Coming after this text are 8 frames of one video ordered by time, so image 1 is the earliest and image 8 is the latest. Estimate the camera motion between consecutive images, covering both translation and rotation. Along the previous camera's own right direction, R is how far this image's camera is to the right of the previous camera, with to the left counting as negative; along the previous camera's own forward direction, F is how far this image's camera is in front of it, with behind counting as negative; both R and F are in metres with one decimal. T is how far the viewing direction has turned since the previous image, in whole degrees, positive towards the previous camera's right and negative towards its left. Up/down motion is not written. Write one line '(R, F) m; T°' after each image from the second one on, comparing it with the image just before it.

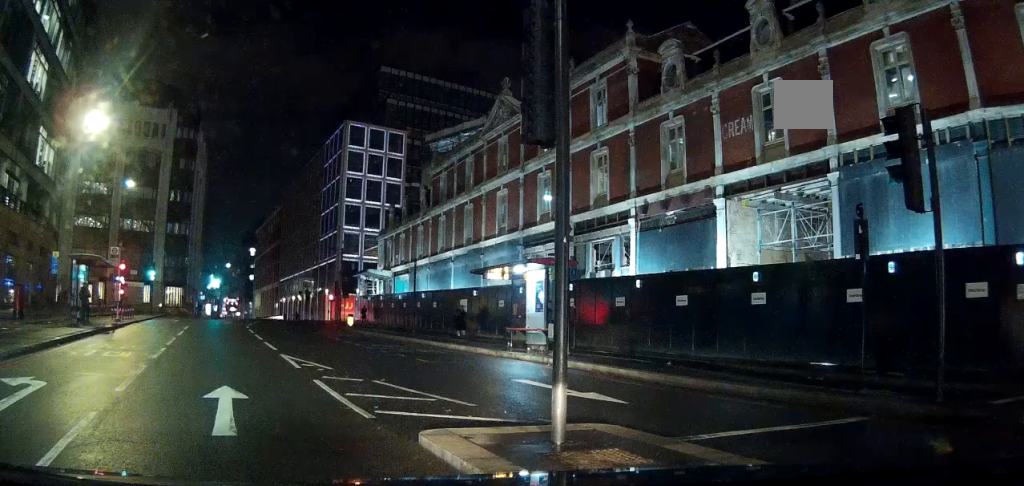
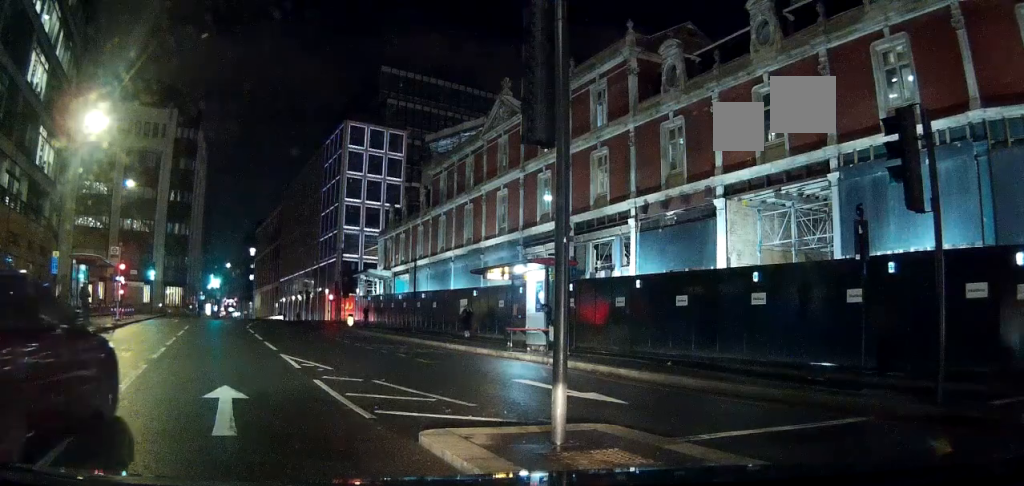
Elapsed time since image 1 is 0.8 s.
(0.0, 0.0) m; 0°
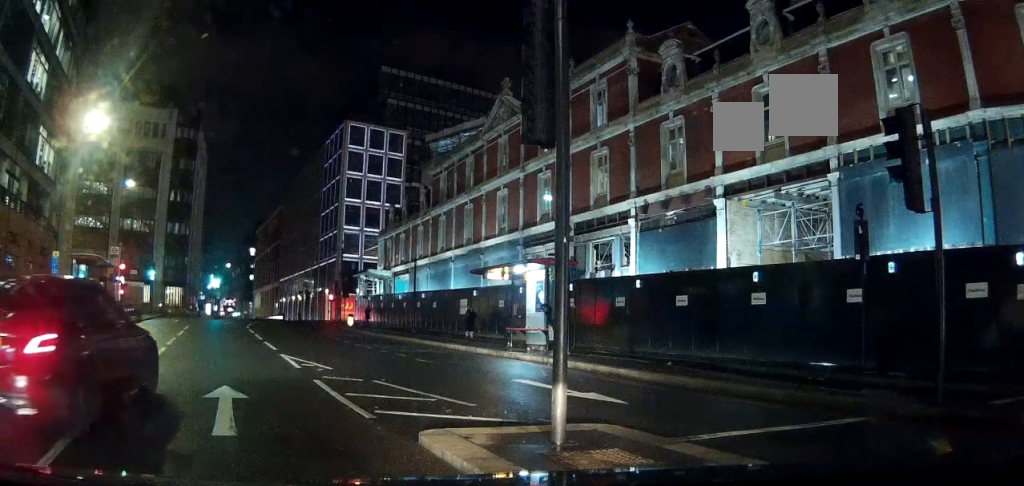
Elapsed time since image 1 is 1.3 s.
(0.0, 0.0) m; 0°
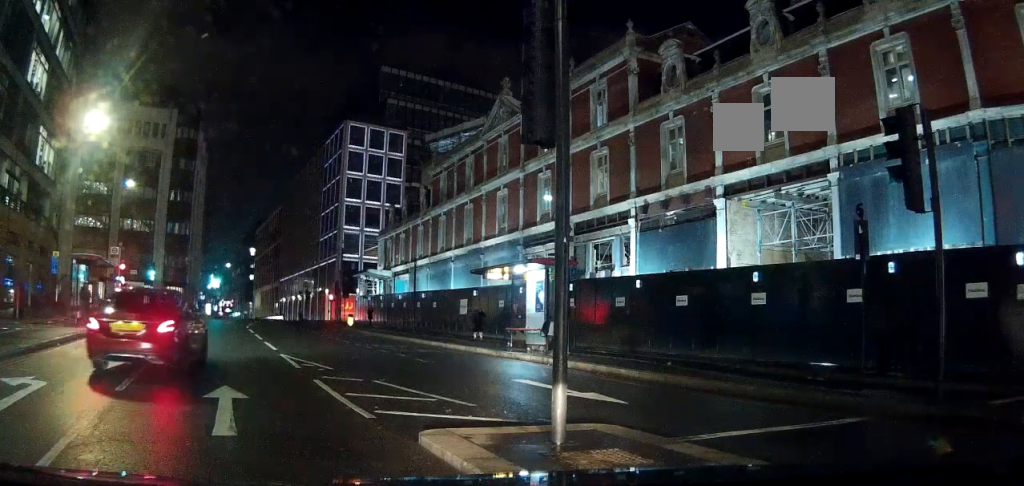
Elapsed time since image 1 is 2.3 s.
(0.0, 0.0) m; 0°
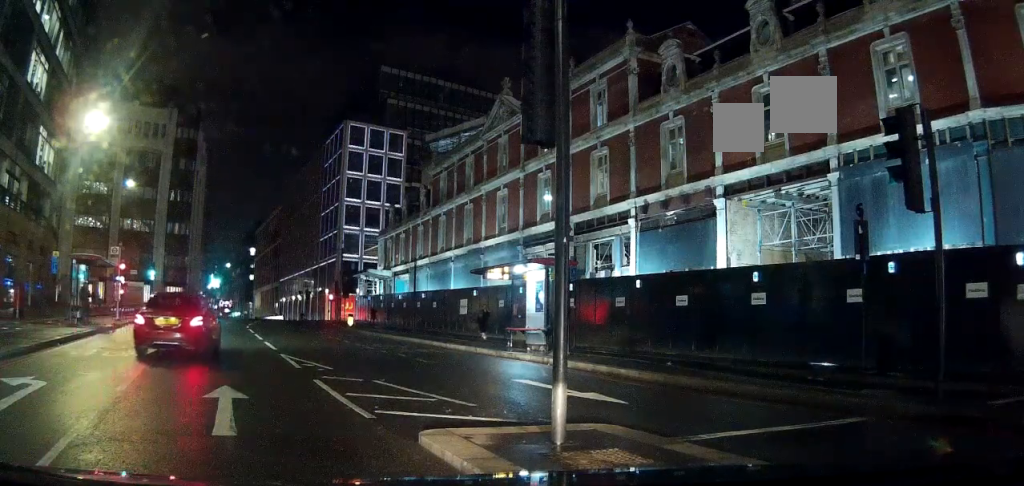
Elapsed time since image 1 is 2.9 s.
(0.0, 0.0) m; 0°
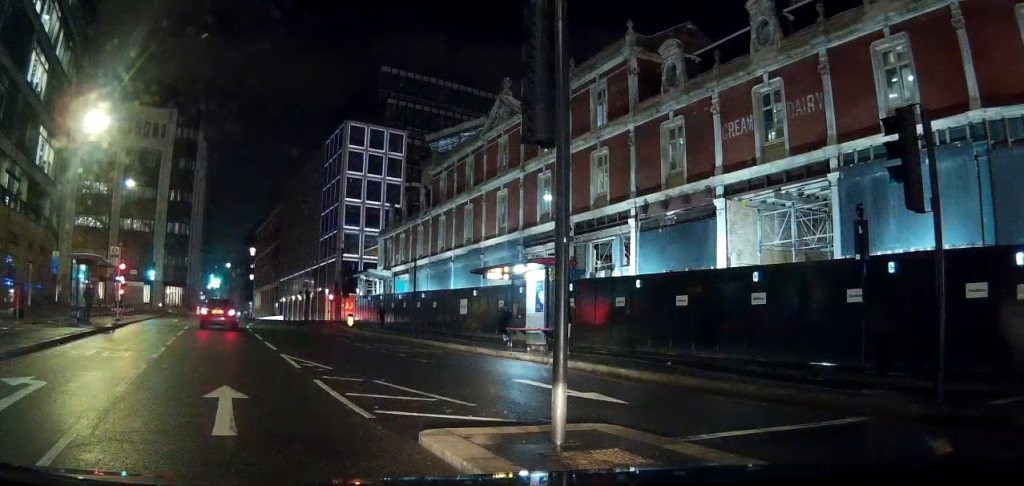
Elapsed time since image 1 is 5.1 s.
(0.0, 0.0) m; 0°
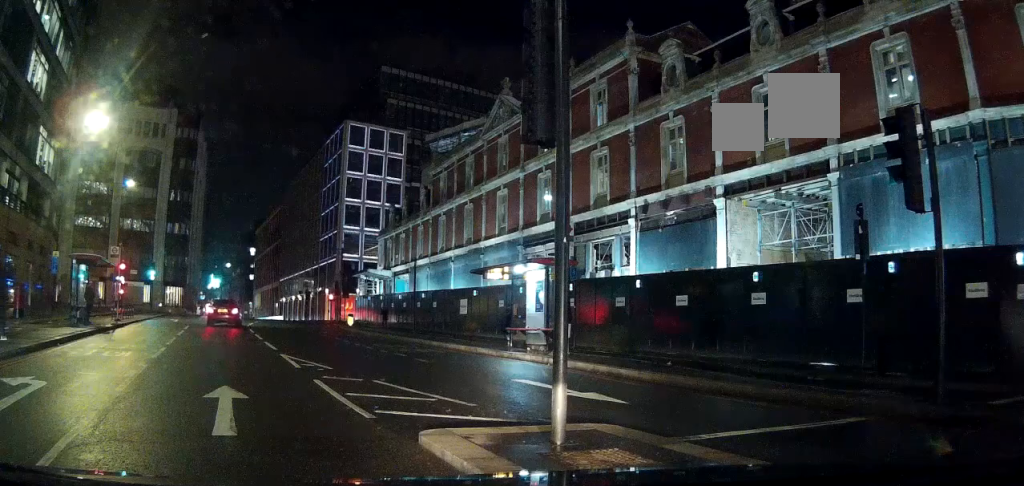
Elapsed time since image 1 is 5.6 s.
(0.0, 0.0) m; 0°
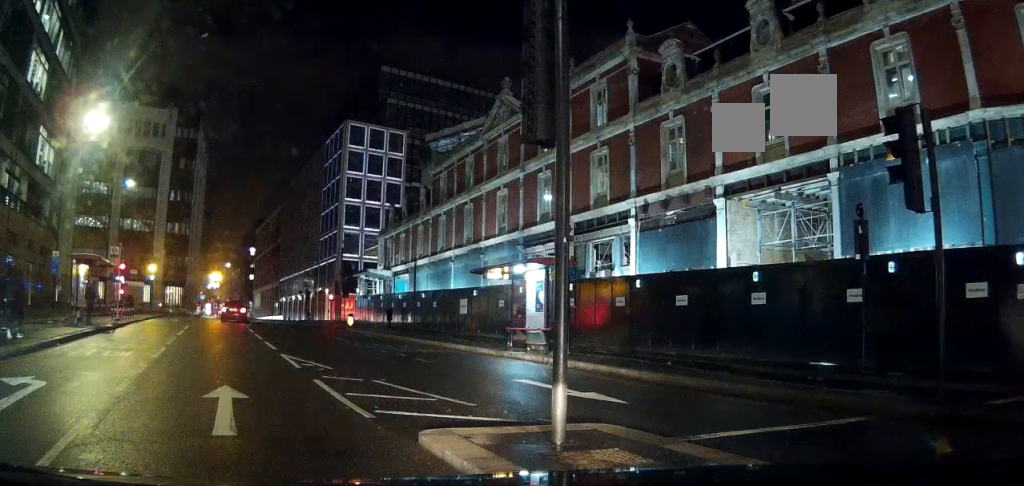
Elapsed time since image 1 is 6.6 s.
(0.0, 0.0) m; 0°
